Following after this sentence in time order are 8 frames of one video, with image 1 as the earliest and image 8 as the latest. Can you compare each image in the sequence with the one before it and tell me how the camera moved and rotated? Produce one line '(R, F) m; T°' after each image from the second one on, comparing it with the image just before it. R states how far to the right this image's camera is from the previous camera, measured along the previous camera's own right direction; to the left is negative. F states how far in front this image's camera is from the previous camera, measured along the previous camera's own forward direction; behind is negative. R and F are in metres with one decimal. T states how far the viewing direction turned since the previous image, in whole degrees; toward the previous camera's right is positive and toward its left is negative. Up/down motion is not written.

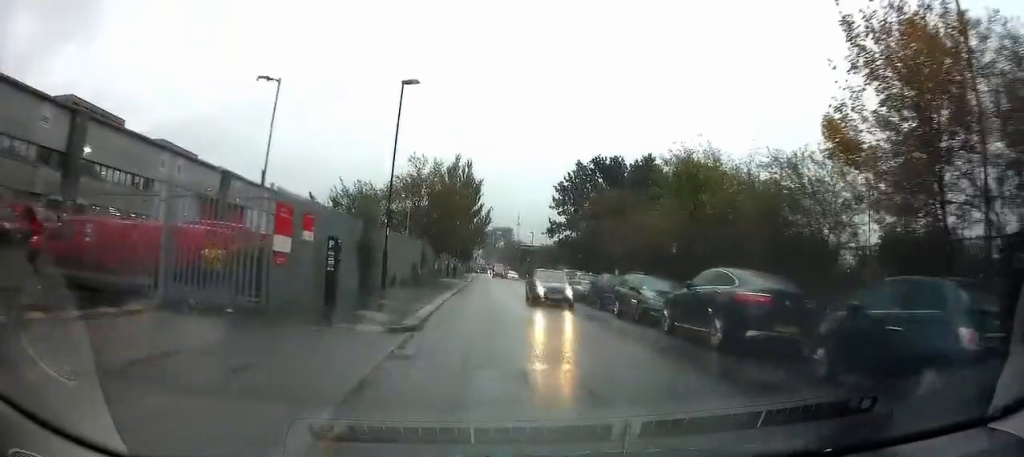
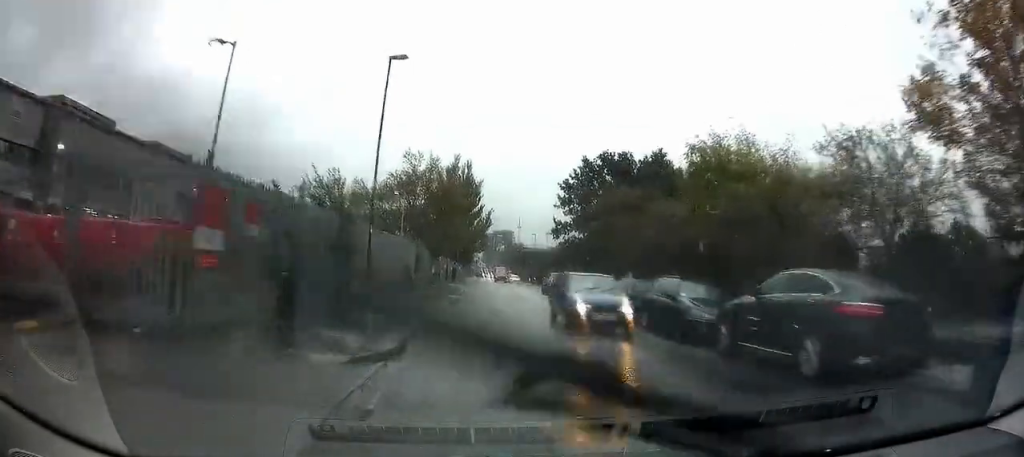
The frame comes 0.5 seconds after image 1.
(0.0, +3.2) m; -1°
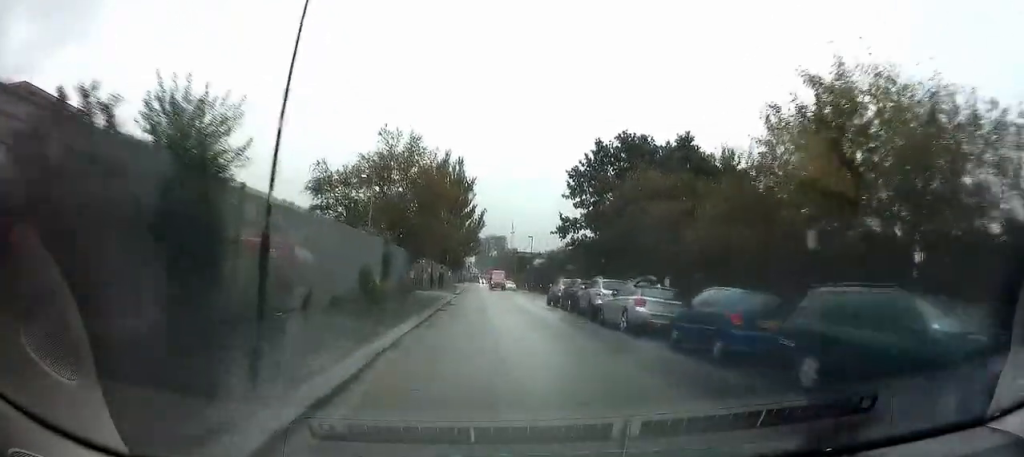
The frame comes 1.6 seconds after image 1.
(-0.2, +8.3) m; +1°
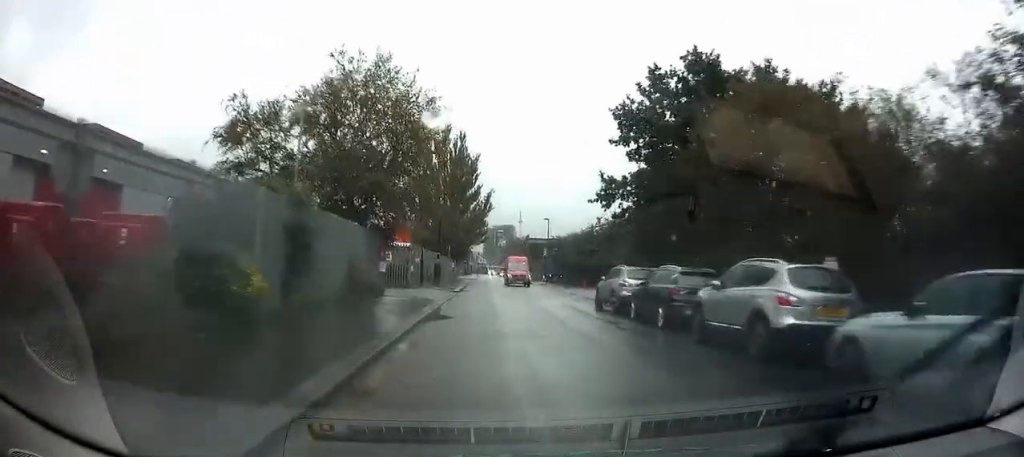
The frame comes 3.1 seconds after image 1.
(+0.7, +12.8) m; +5°
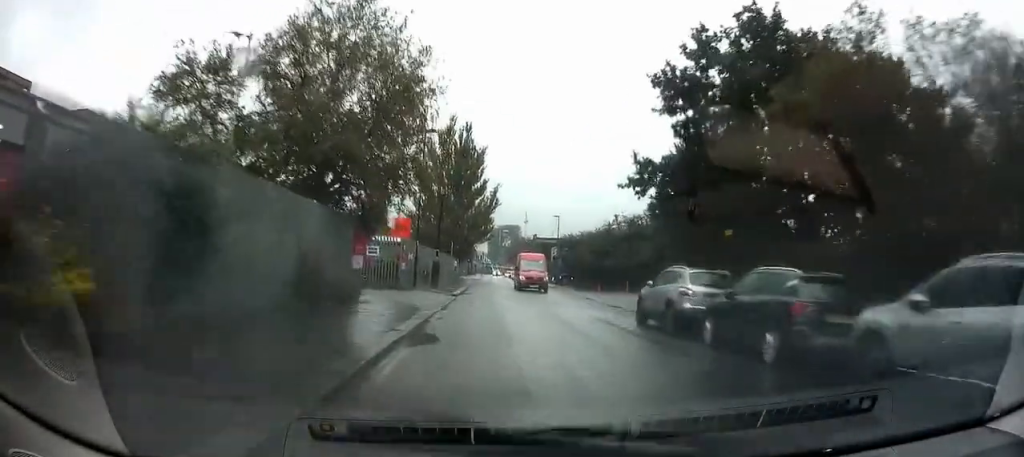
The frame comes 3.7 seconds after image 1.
(+0.1, +5.4) m; +1°
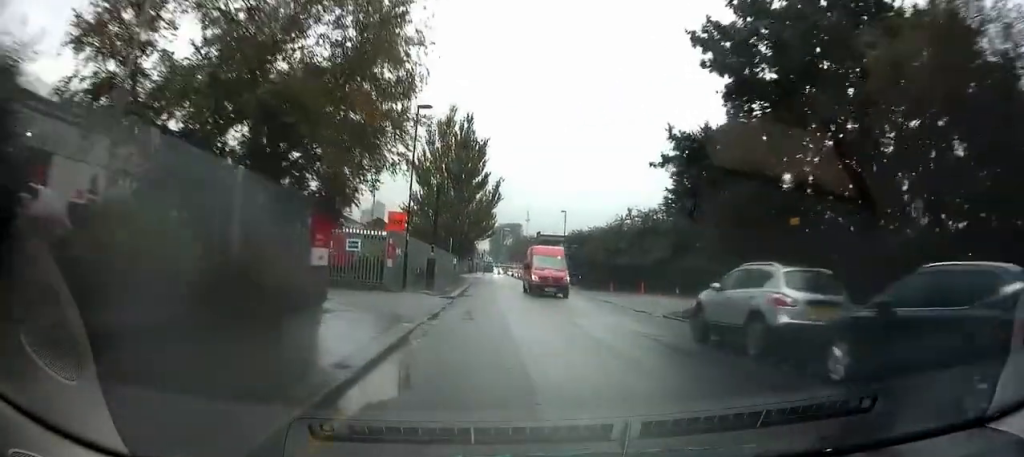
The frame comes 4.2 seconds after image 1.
(0.0, +4.6) m; -1°
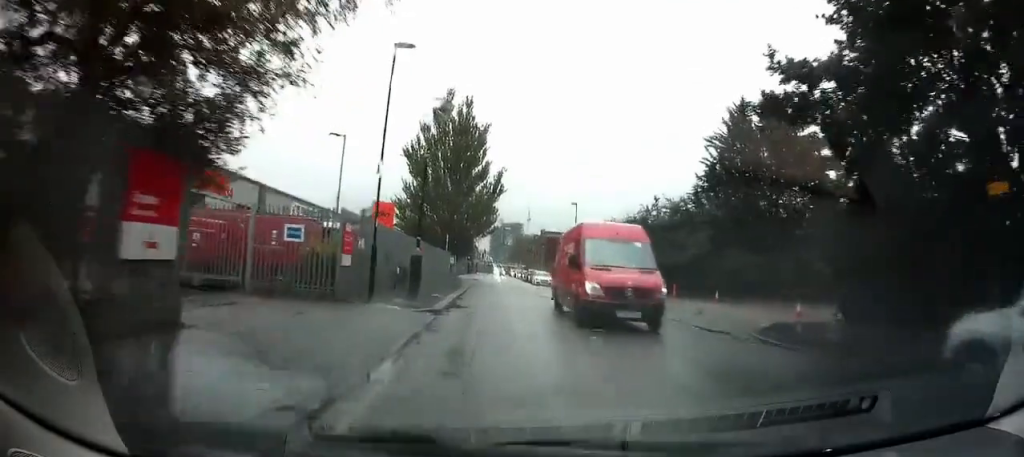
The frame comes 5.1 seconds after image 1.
(-0.1, +7.9) m; -1°
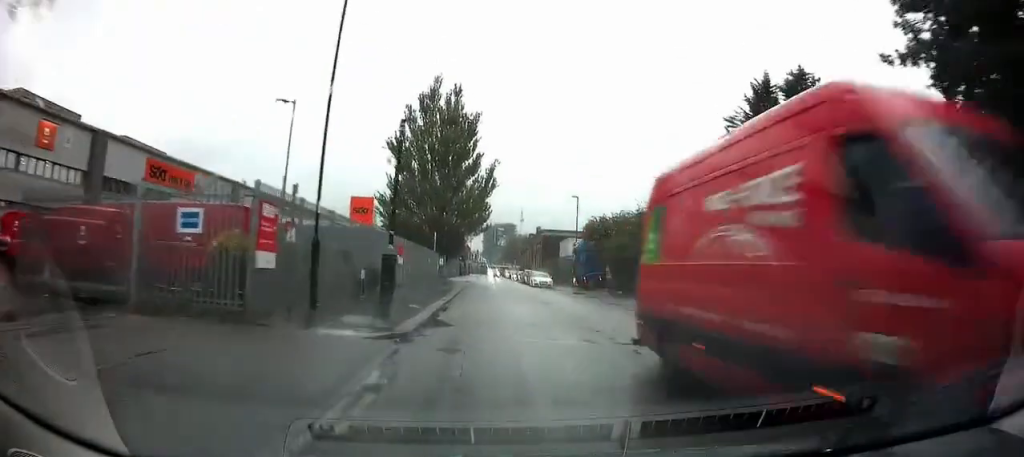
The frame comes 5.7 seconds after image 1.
(-0.2, +6.0) m; 0°
